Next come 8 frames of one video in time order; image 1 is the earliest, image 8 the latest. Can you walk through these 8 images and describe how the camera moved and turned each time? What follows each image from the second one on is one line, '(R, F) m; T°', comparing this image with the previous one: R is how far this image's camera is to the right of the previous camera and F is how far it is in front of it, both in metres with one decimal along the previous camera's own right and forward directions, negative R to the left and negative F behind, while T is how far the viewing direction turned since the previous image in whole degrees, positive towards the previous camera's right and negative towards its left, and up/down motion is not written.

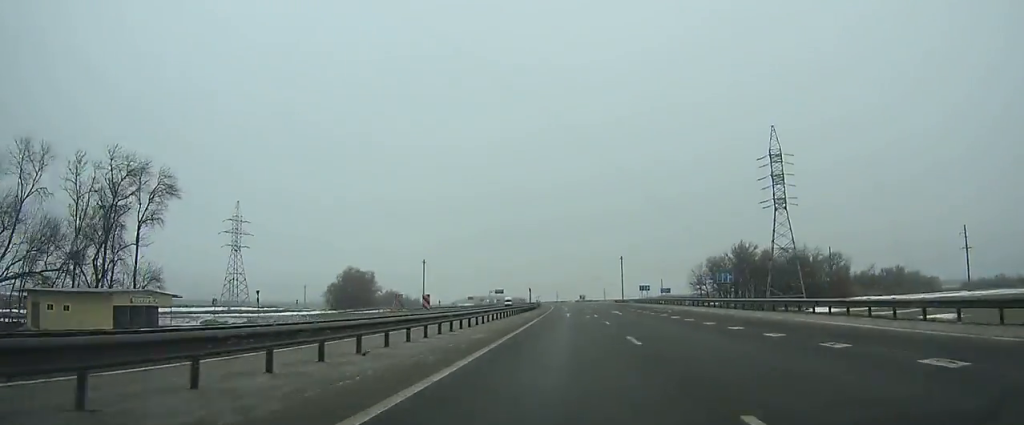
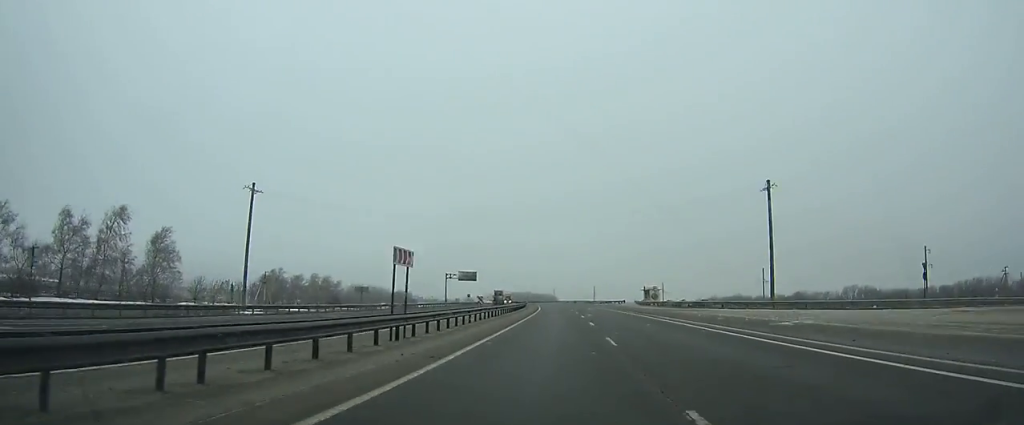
(-3.5, +146.3) m; -4°
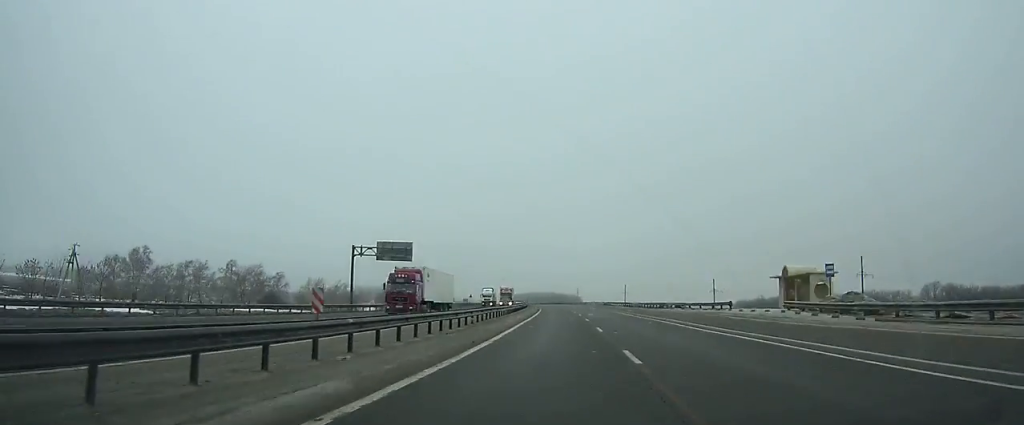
(-1.9, +62.1) m; -2°
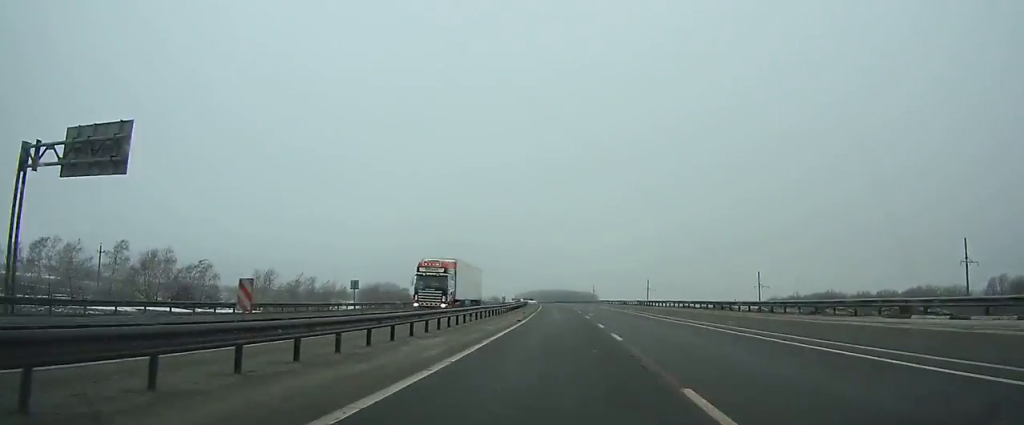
(-0.5, +40.5) m; -1°
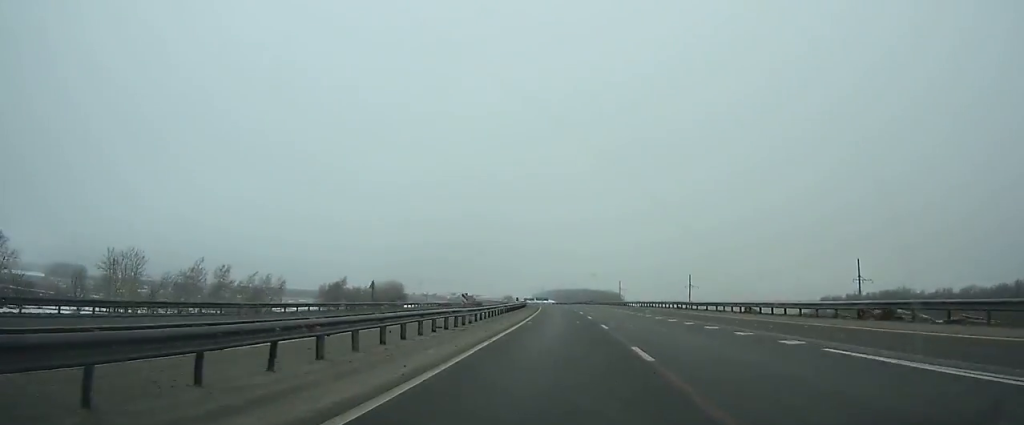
(-0.9, +56.2) m; -2°
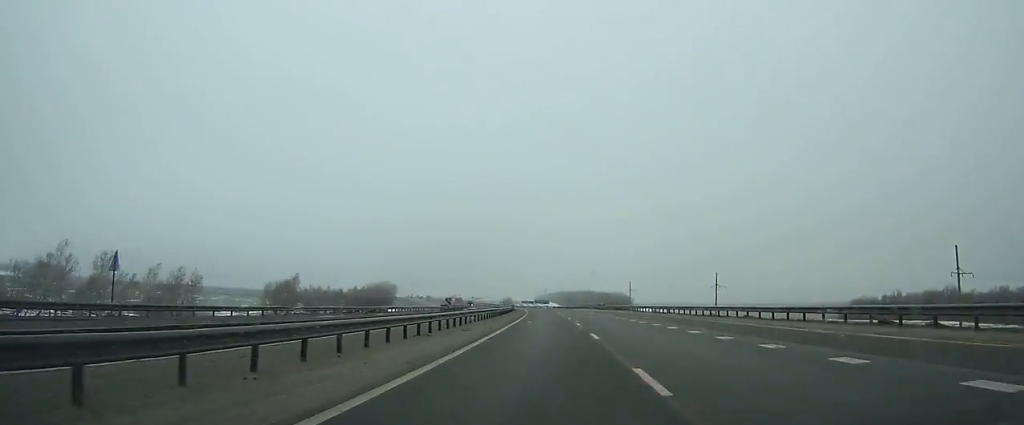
(-0.7, +35.5) m; -1°
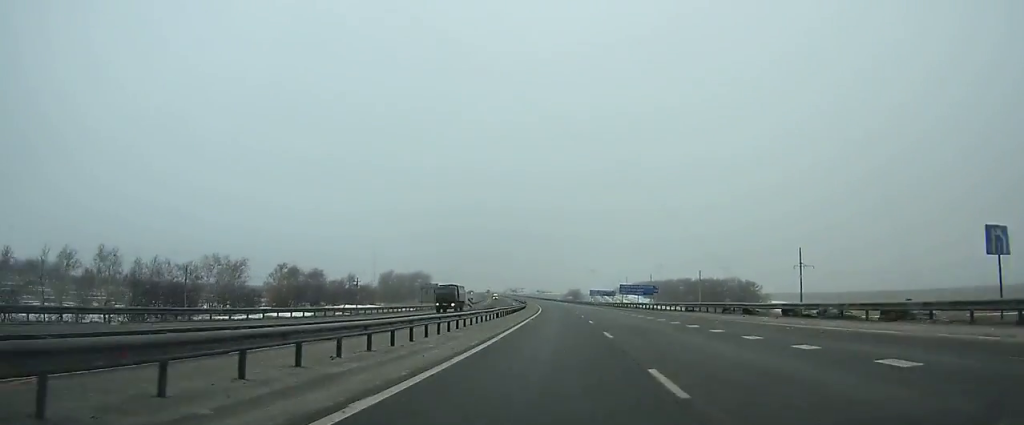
(-6.1, +142.0) m; -5°
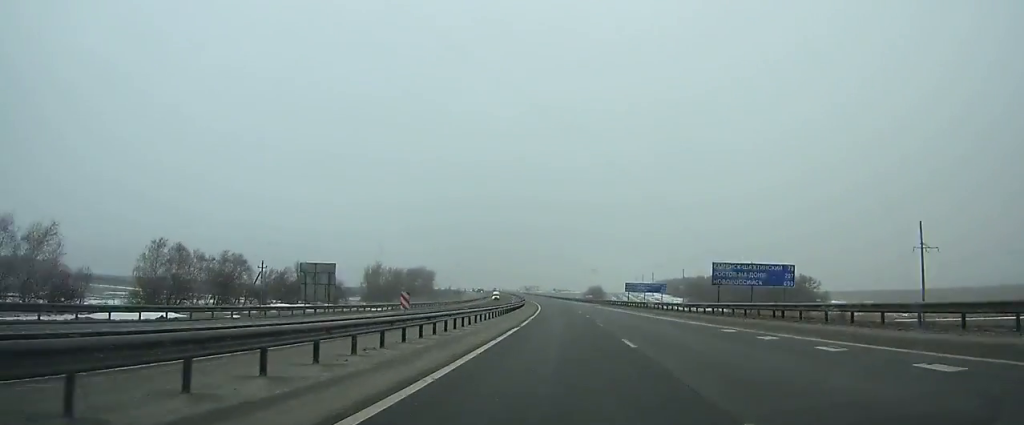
(-1.3, +51.2) m; -2°
